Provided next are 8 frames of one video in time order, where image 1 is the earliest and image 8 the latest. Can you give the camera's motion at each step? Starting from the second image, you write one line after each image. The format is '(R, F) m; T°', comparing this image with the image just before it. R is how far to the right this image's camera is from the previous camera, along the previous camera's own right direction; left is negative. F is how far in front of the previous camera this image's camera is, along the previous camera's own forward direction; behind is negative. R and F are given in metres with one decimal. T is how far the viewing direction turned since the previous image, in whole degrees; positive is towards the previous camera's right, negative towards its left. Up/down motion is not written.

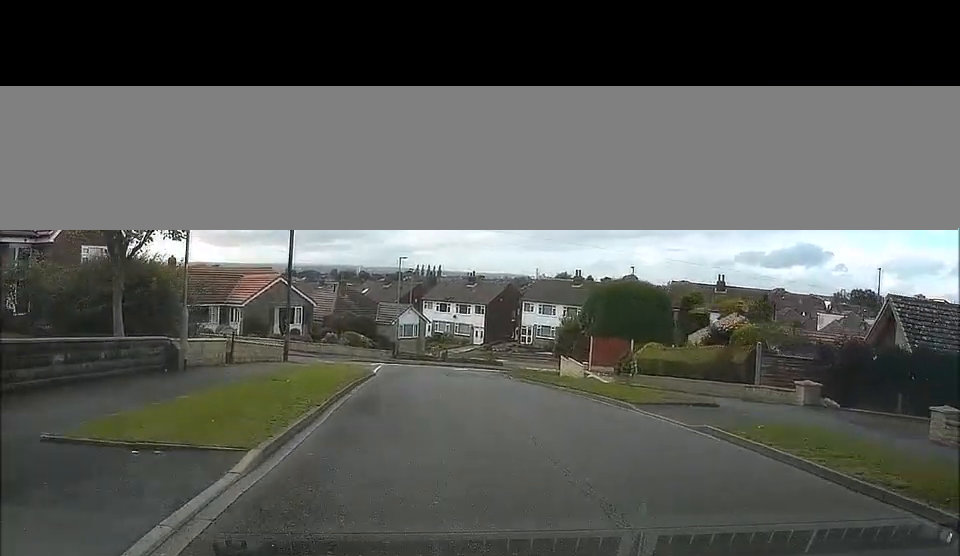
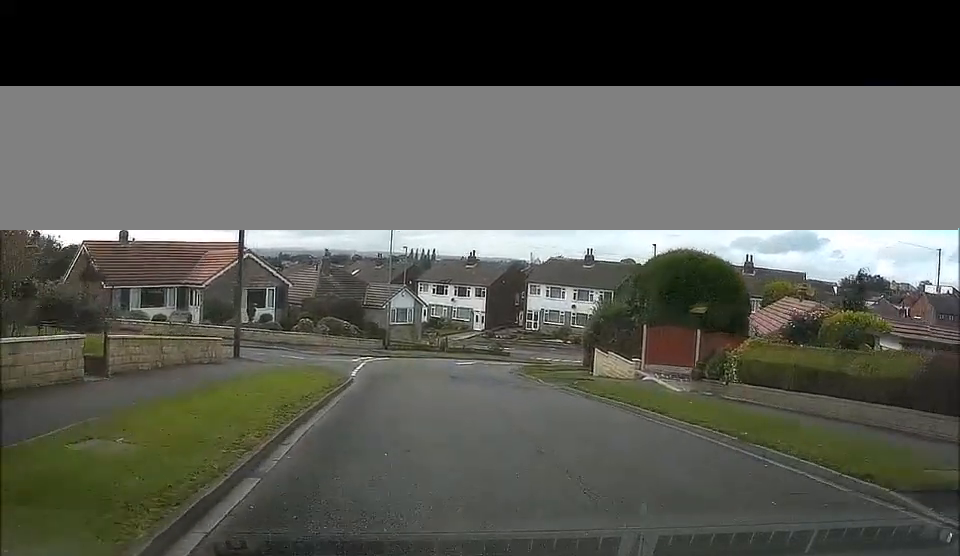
(-0.4, +9.8) m; -2°
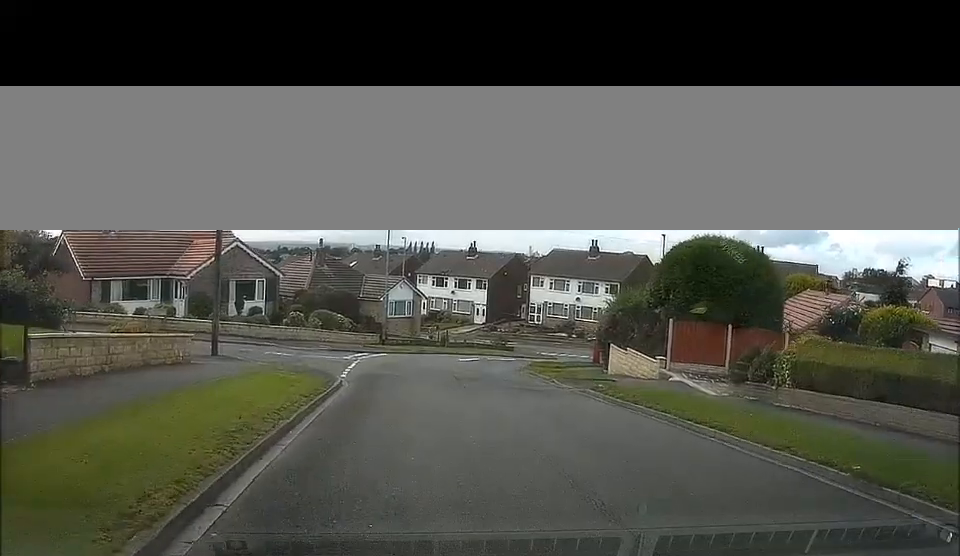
(-0.1, +3.1) m; 0°
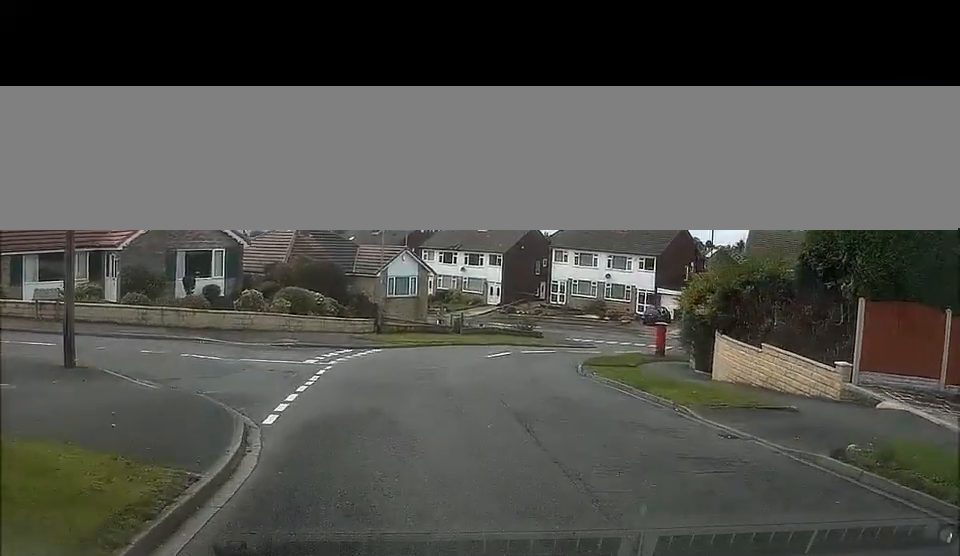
(+0.6, +11.5) m; +3°
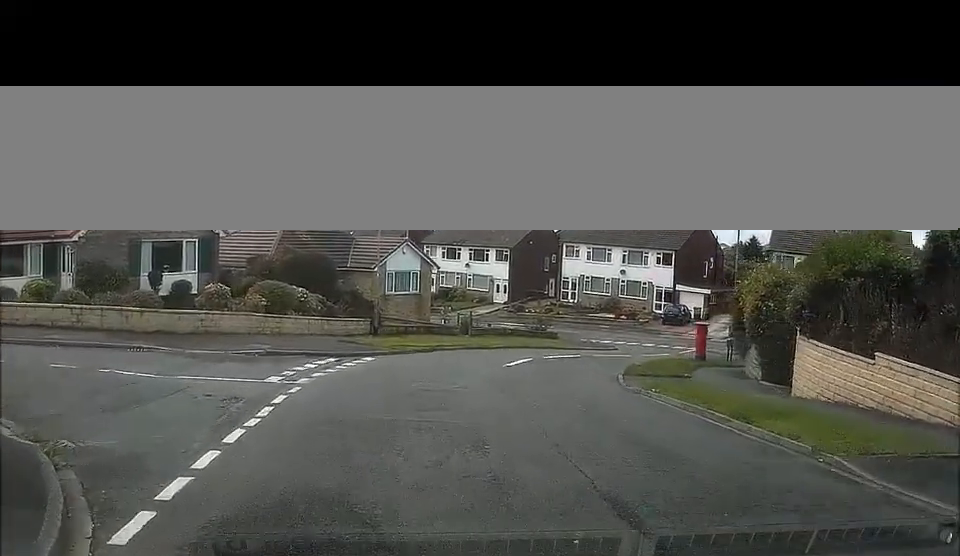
(0.0, +5.0) m; 0°
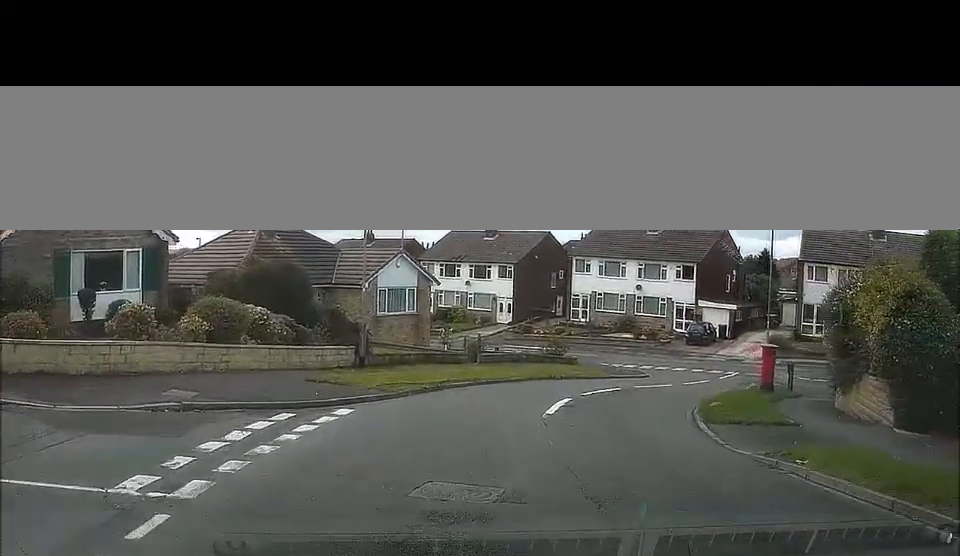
(0.0, +6.6) m; +1°
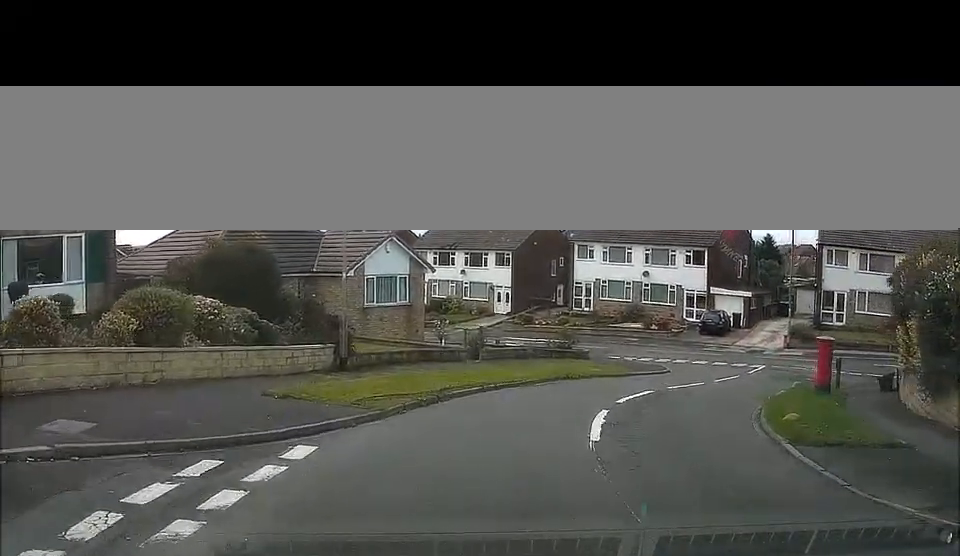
(0.0, +4.4) m; +3°
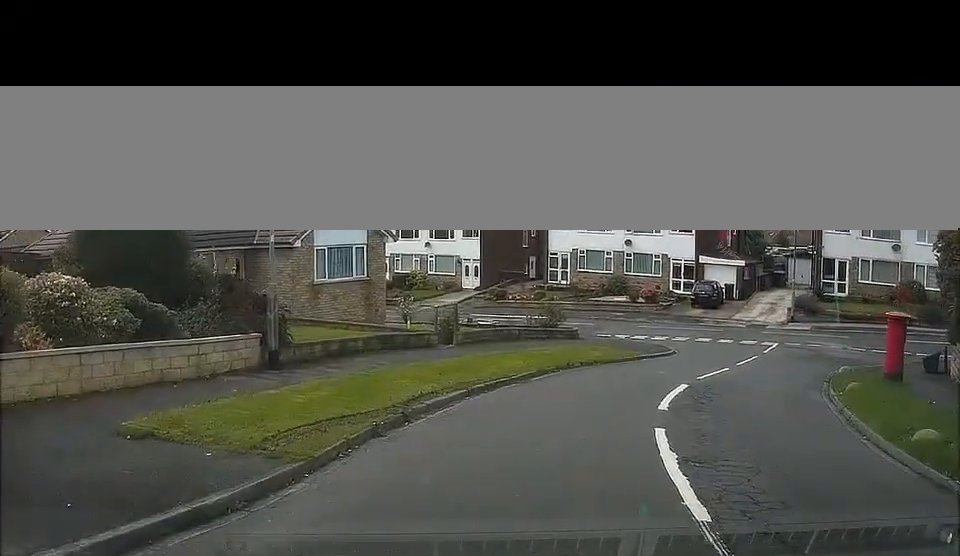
(+0.3, +5.5) m; +6°
